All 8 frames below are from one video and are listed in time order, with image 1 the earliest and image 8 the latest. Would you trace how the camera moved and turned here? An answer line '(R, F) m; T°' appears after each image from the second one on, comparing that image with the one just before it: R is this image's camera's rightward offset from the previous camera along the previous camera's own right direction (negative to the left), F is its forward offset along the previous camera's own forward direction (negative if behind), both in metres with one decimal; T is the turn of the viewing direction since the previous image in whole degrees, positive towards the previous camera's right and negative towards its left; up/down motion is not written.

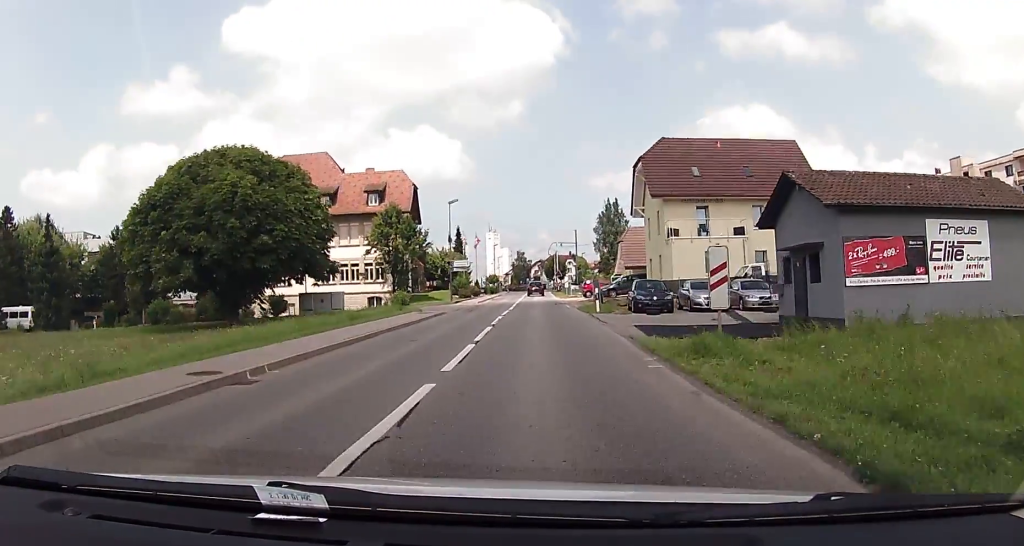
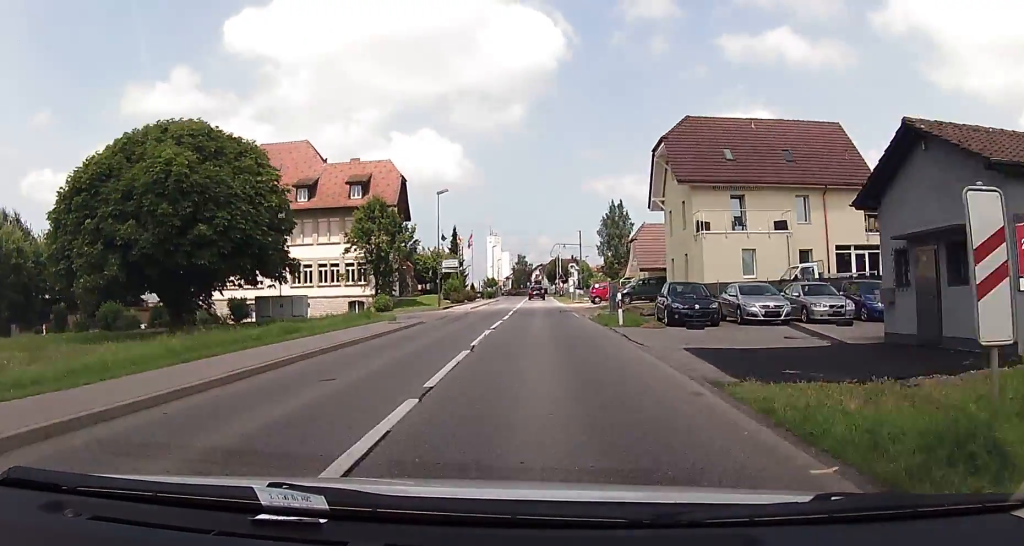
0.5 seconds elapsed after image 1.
(-0.1, +7.3) m; -1°
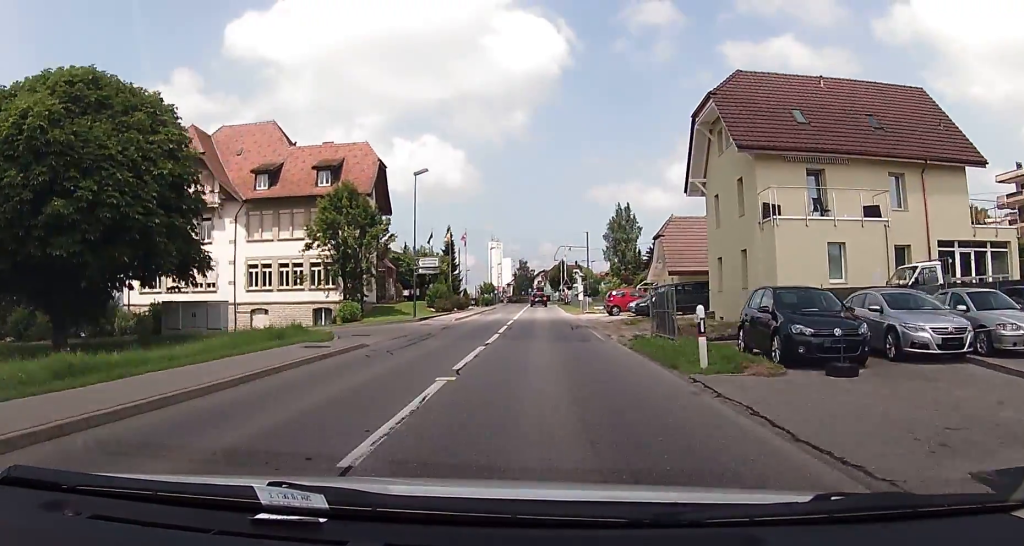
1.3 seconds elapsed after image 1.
(0.0, +10.1) m; 0°
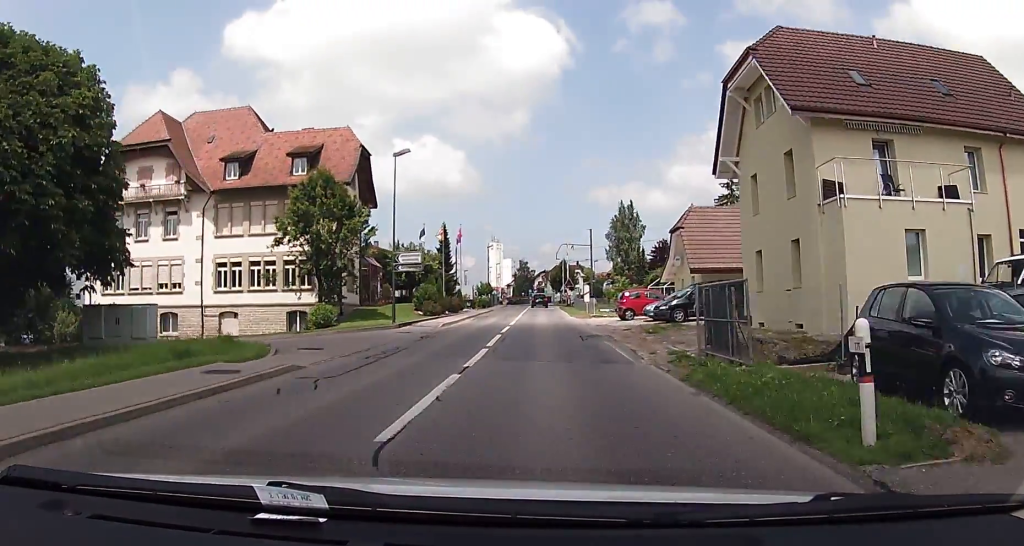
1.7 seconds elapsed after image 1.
(0.0, +5.5) m; 0°
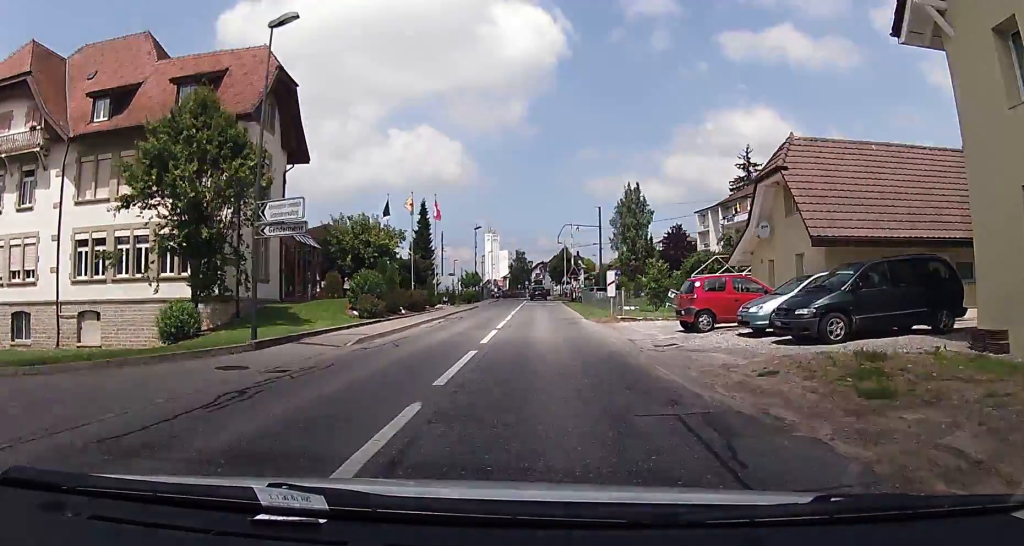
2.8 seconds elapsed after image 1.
(0.0, +15.7) m; 0°
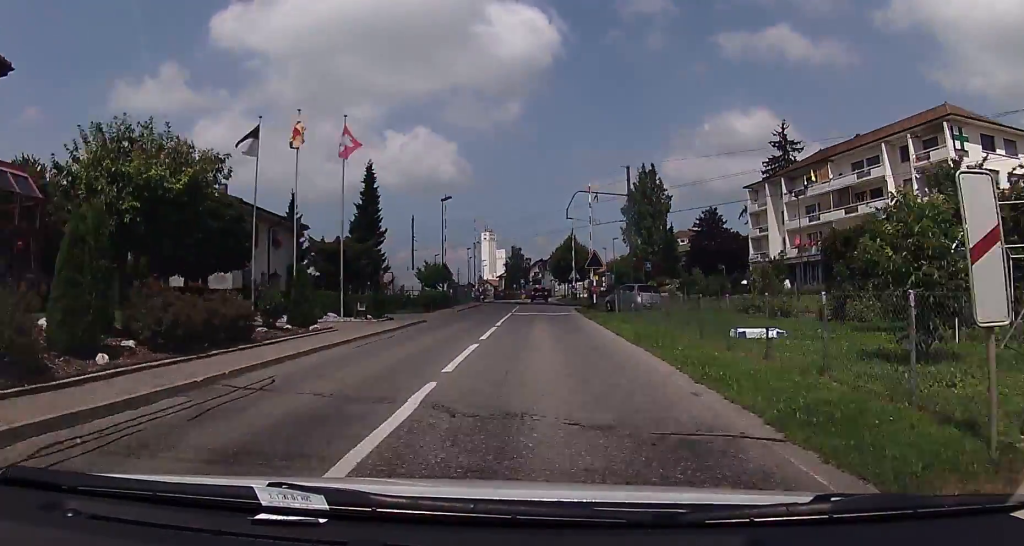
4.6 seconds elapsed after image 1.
(+0.1, +25.0) m; 0°
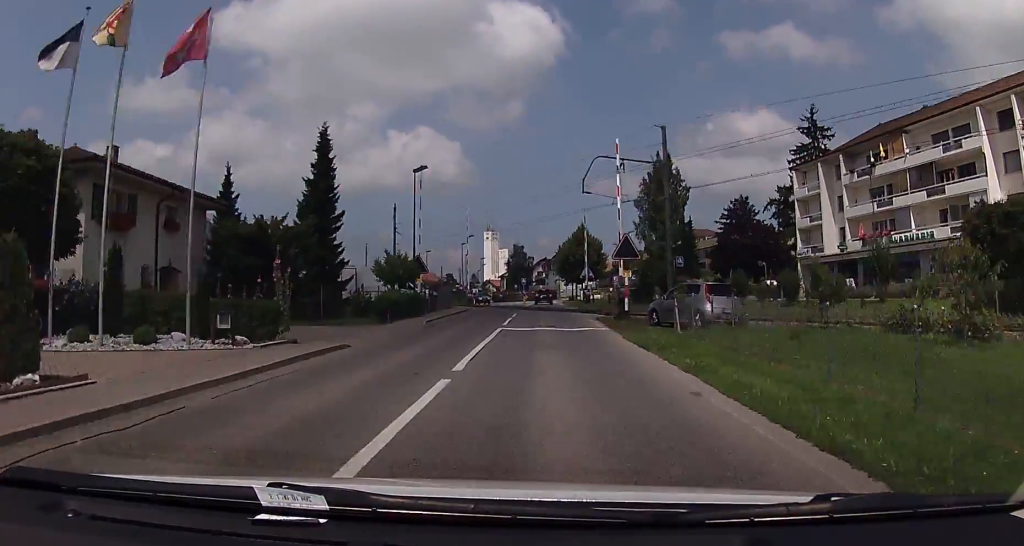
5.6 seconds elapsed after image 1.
(-0.2, +13.0) m; +1°
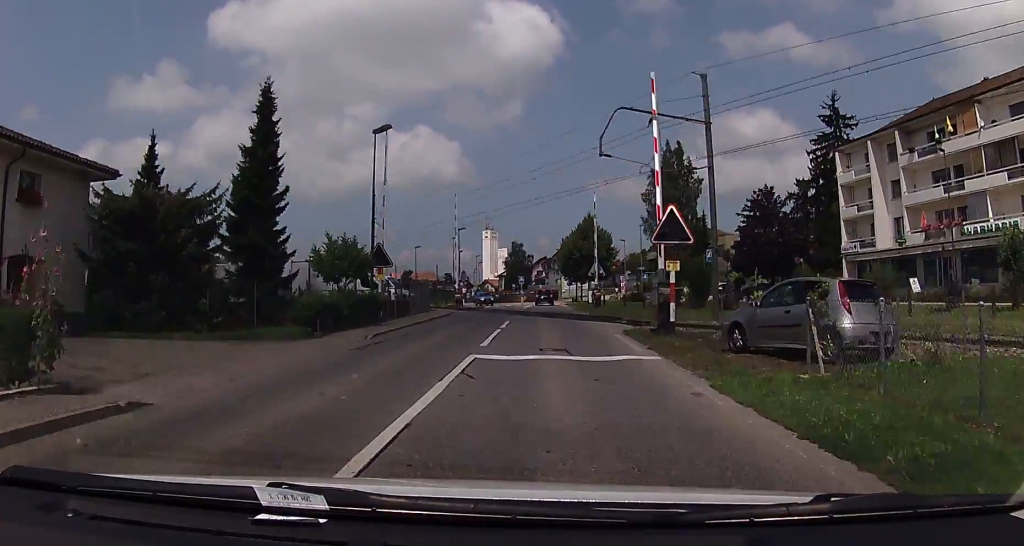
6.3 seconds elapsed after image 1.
(+0.4, +9.5) m; 0°
